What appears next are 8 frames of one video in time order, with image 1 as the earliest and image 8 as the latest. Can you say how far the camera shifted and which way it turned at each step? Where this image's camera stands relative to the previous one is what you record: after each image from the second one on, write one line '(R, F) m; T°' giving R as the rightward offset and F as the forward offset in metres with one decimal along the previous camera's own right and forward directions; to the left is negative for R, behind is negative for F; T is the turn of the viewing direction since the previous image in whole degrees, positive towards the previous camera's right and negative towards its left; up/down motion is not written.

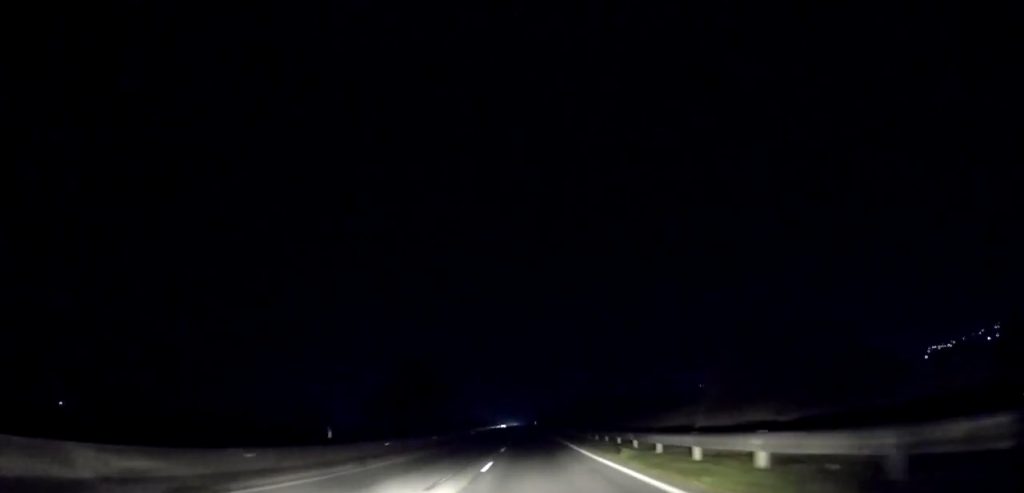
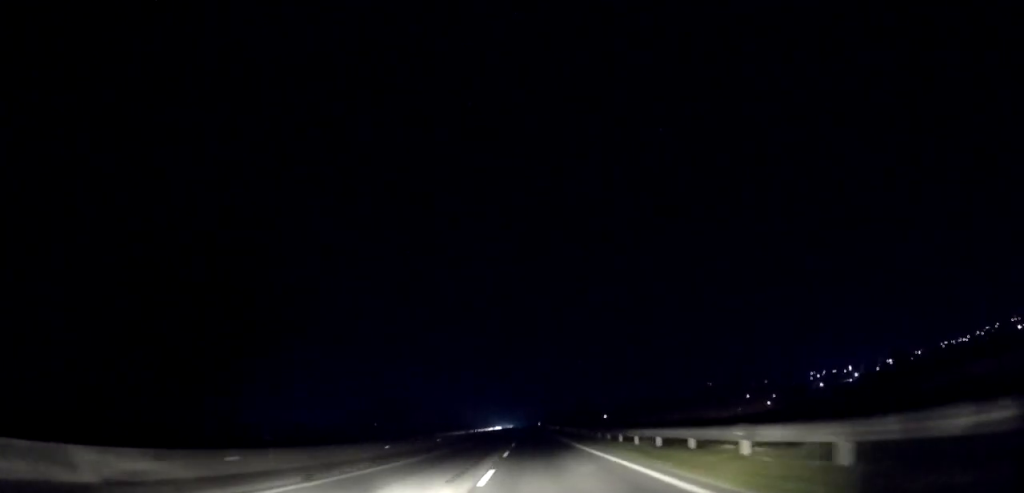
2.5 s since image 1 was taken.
(-1.9, +73.5) m; -1°
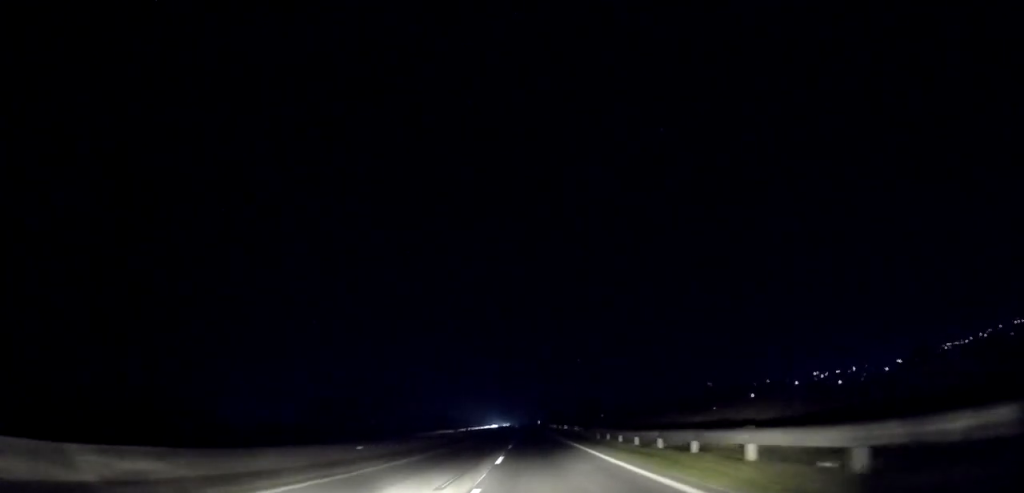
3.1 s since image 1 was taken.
(+0.4, +16.2) m; +1°
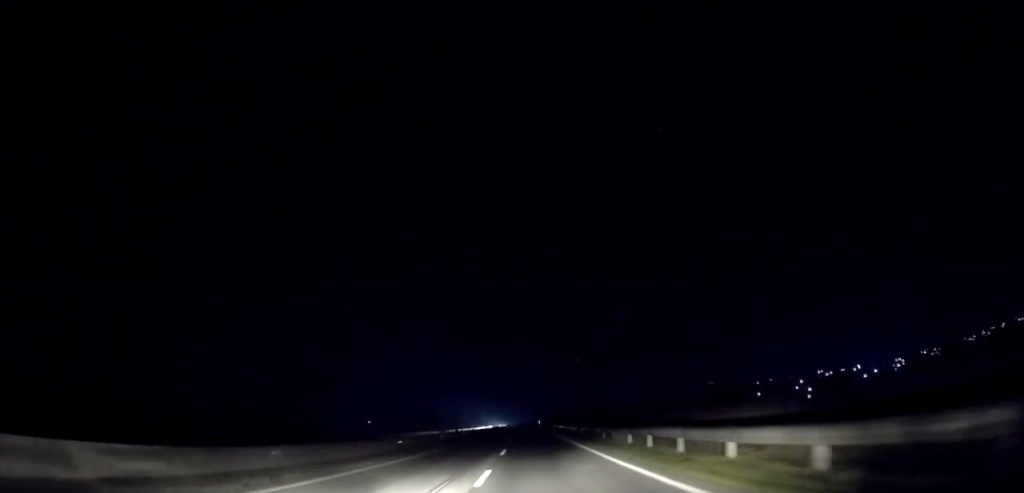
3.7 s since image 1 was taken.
(-0.2, +18.7) m; 0°
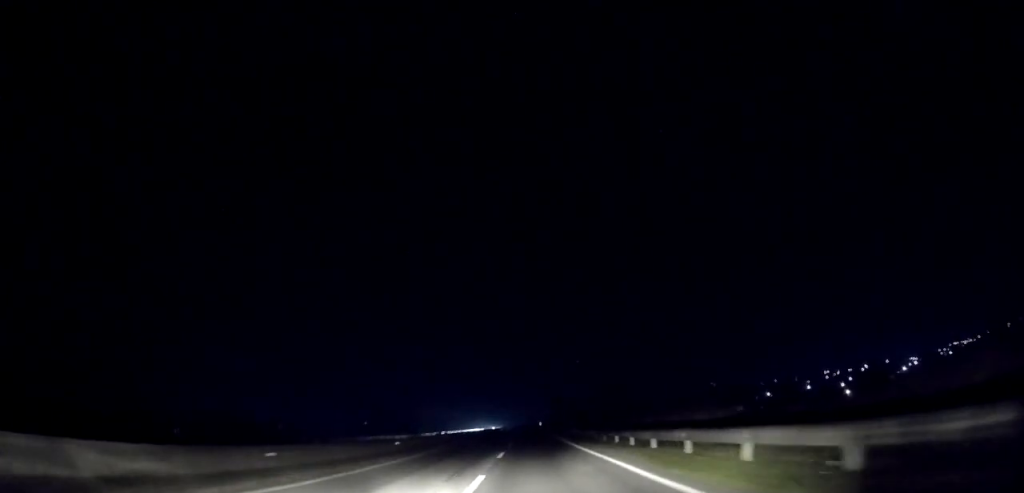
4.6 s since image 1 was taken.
(-0.2, +25.1) m; -1°
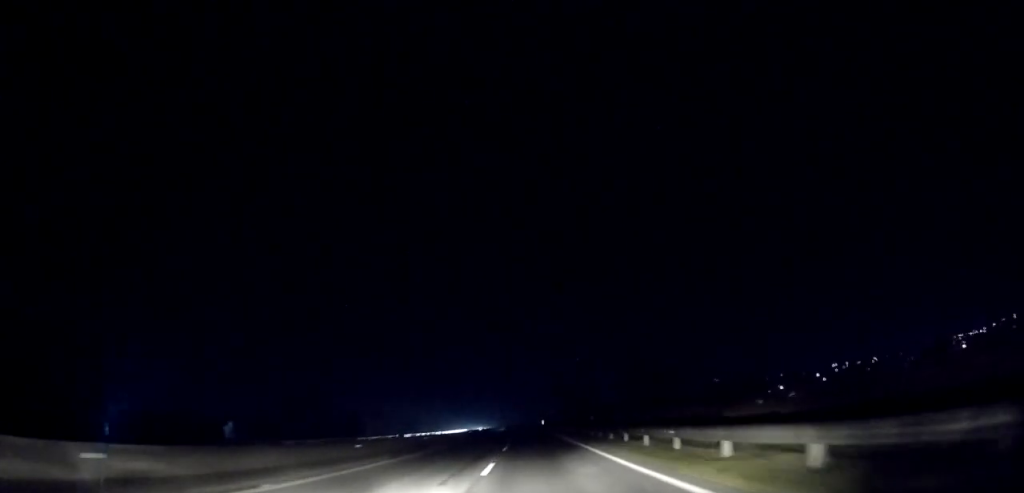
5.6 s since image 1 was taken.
(-0.1, +30.6) m; 0°
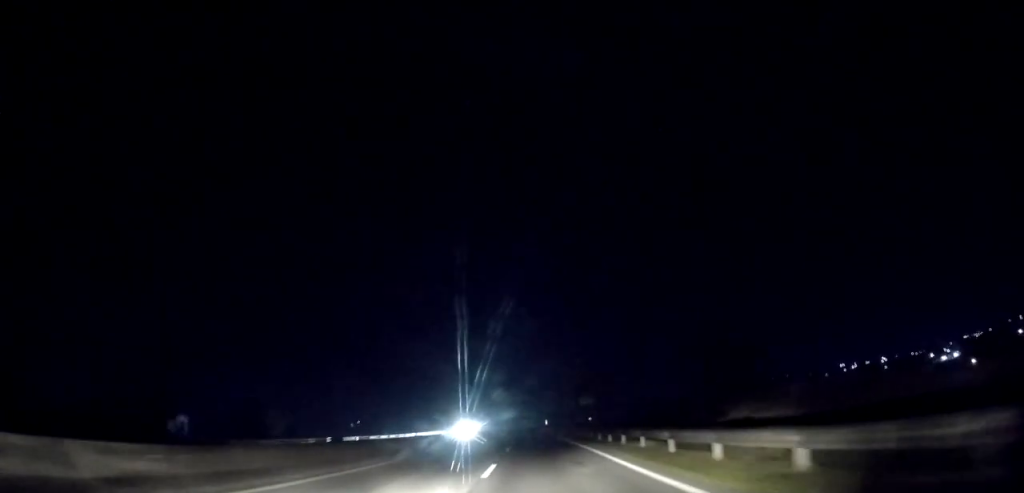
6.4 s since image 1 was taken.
(0.0, +23.7) m; +1°
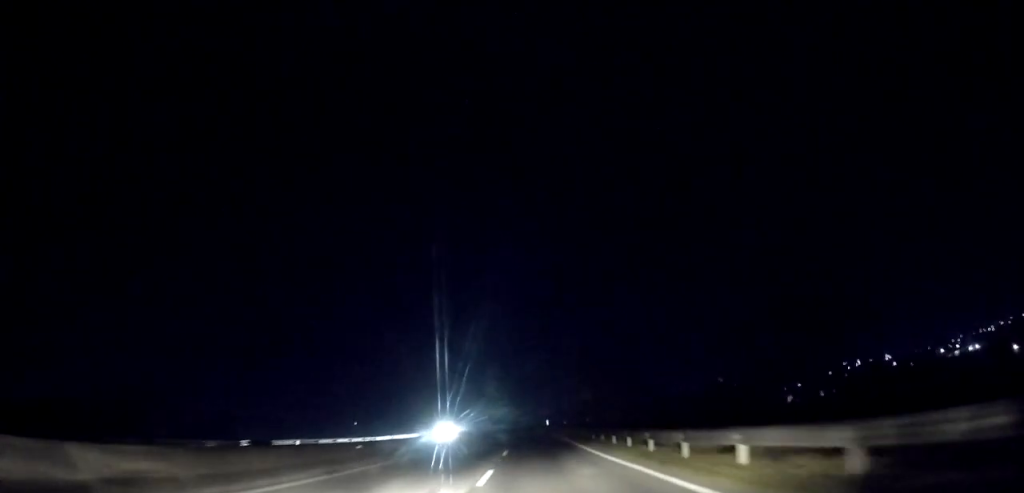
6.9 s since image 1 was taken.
(+0.3, +13.7) m; 0°
